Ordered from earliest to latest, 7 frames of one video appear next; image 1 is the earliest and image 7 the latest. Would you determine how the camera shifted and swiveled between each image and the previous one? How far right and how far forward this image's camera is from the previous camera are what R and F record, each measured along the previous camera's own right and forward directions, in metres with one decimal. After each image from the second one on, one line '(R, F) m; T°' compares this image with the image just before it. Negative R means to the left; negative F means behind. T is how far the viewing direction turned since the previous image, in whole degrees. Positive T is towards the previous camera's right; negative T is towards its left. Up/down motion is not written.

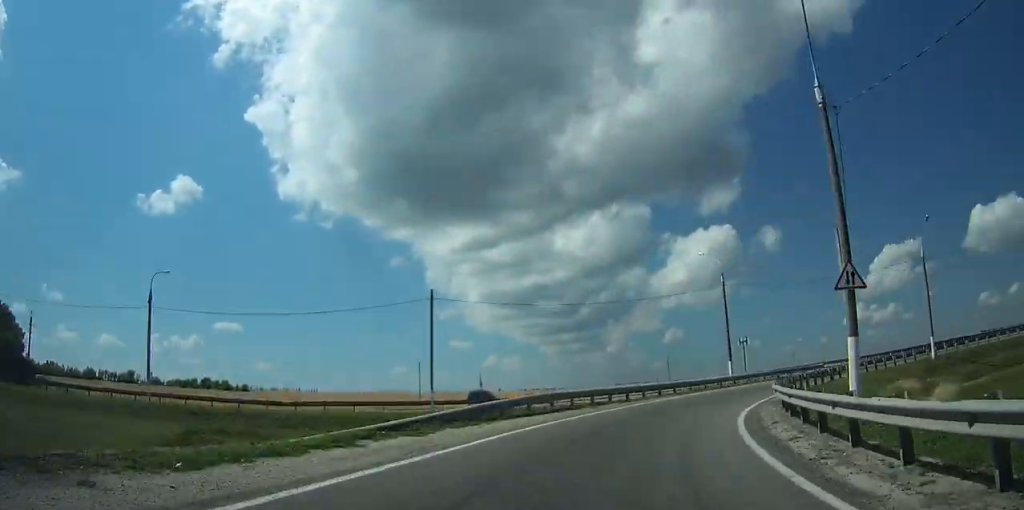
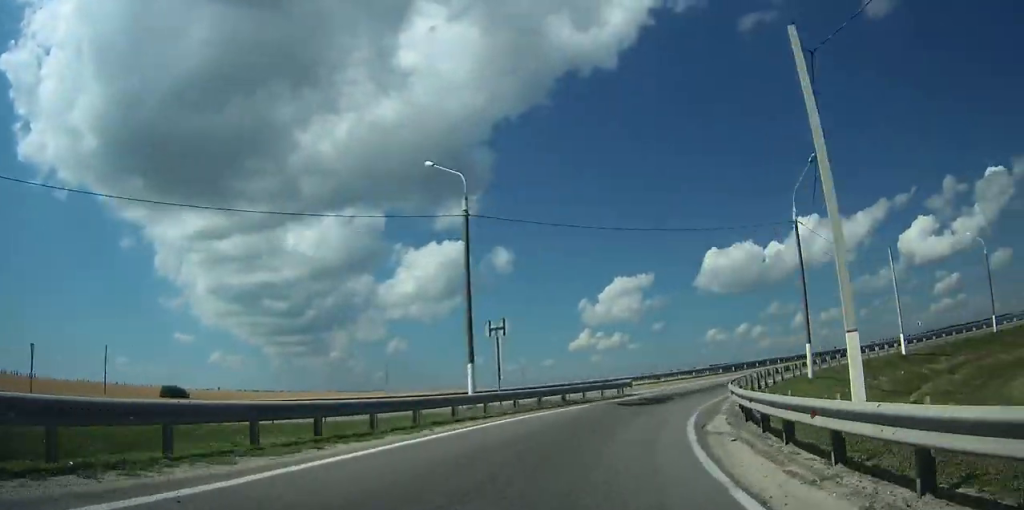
(+3.9, +18.1) m; +19°
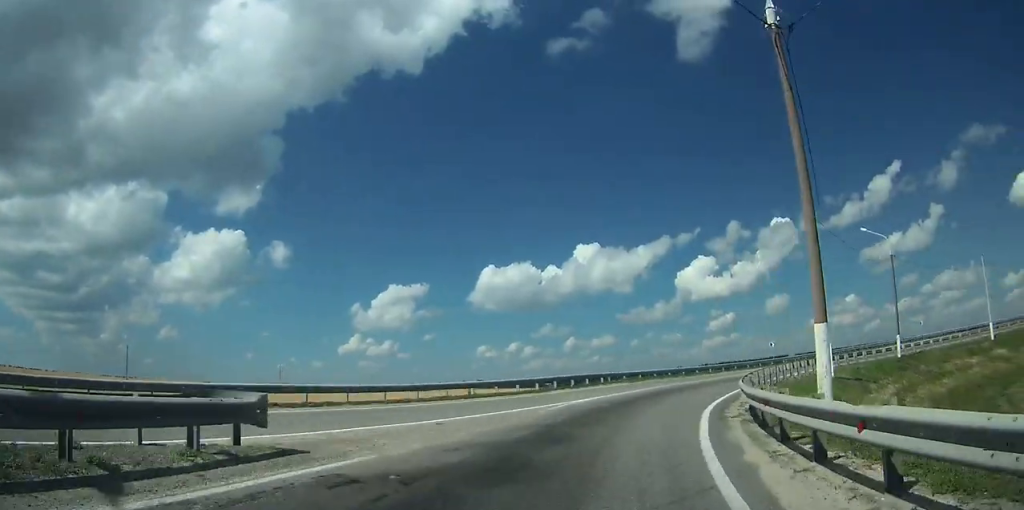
(+2.6, +18.5) m; +17°
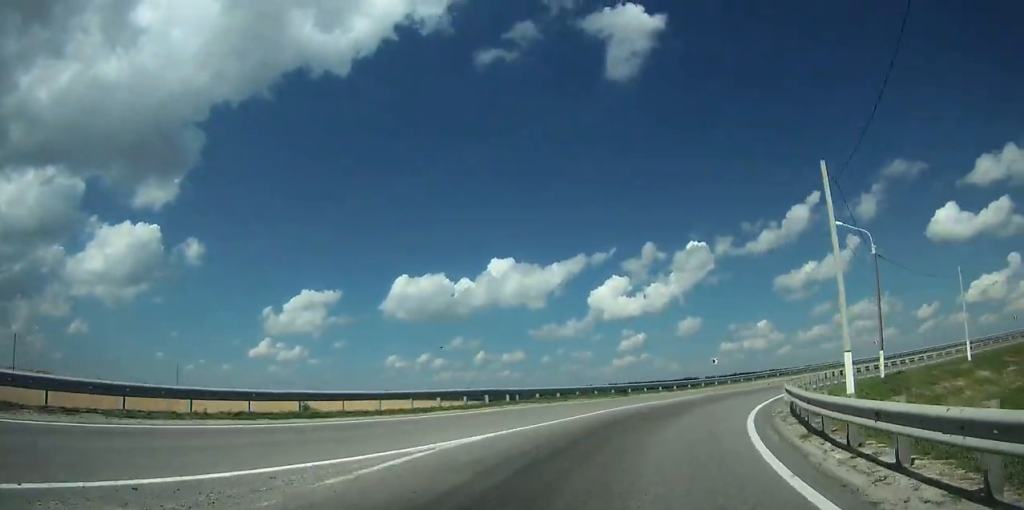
(+1.6, +12.3) m; +10°
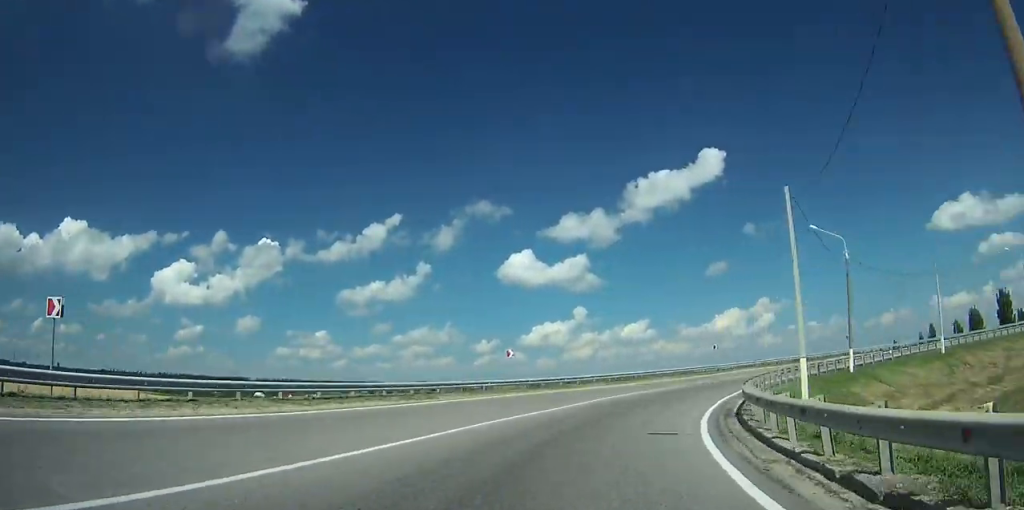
(+13.1, +40.7) m; +55°
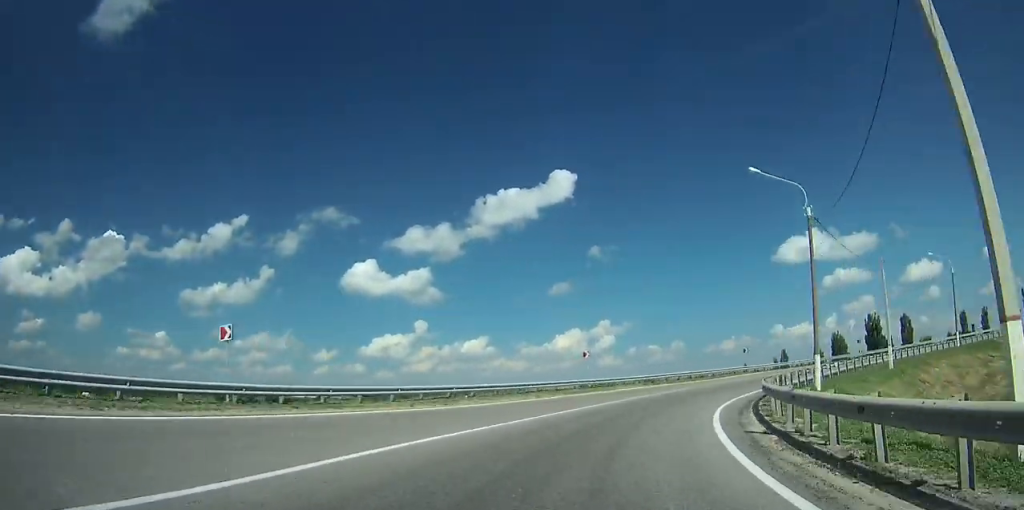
(+6.9, +20.2) m; +17°
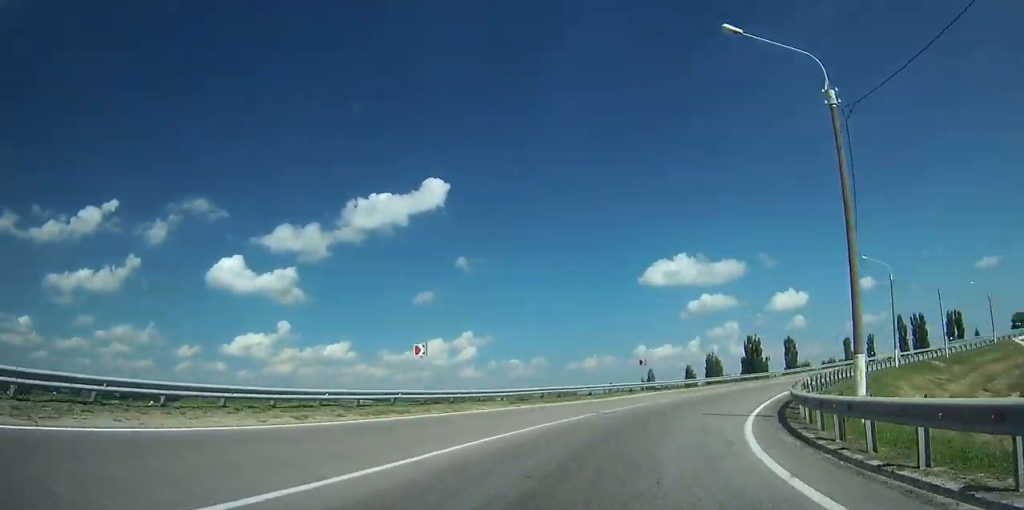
(+1.0, +17.3) m; +14°
